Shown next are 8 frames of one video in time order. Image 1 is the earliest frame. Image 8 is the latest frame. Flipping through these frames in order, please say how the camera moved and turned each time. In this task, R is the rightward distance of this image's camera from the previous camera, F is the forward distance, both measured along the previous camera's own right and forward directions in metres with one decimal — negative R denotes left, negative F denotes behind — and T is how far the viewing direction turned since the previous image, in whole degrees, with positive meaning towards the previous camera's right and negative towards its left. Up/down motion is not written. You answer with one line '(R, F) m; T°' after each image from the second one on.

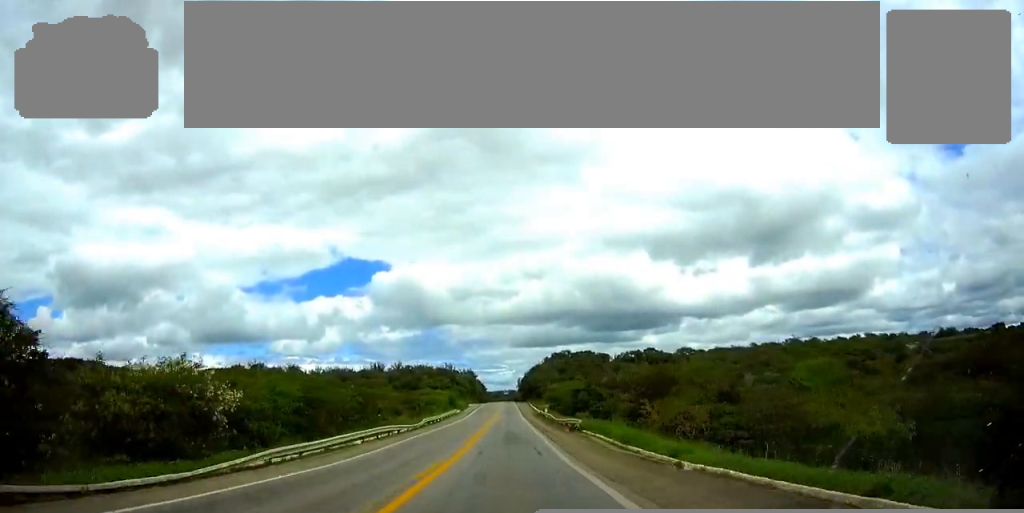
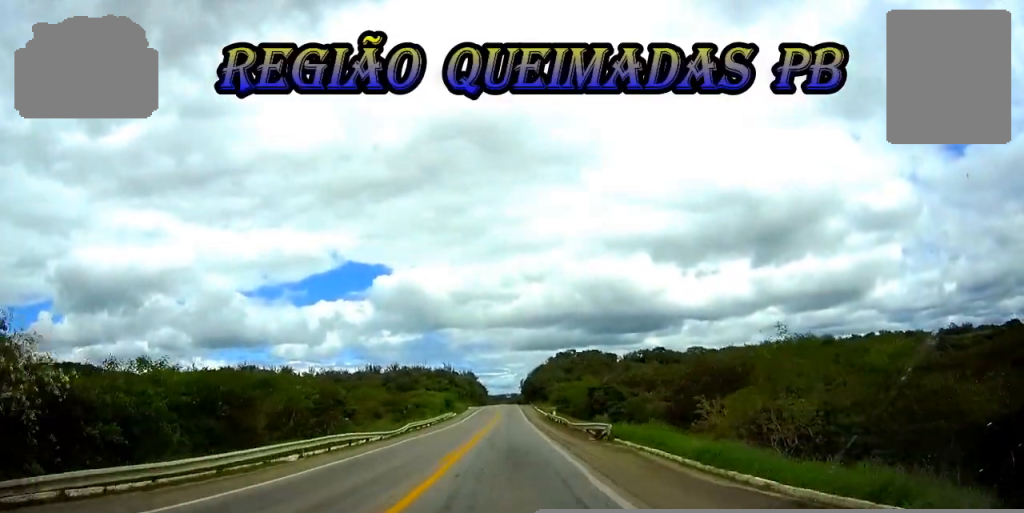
(0.0, +11.8) m; 0°
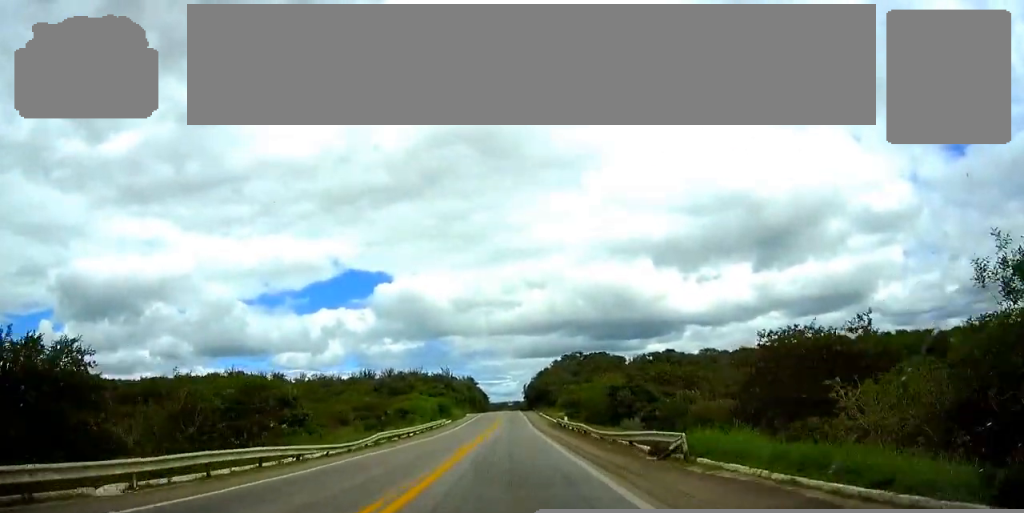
(0.0, +12.7) m; 0°
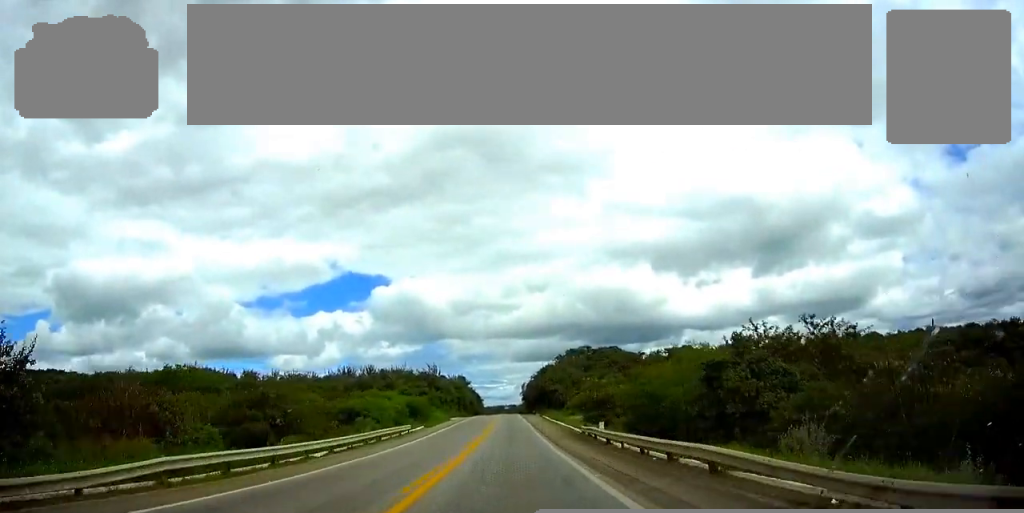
(0.0, +25.4) m; 0°
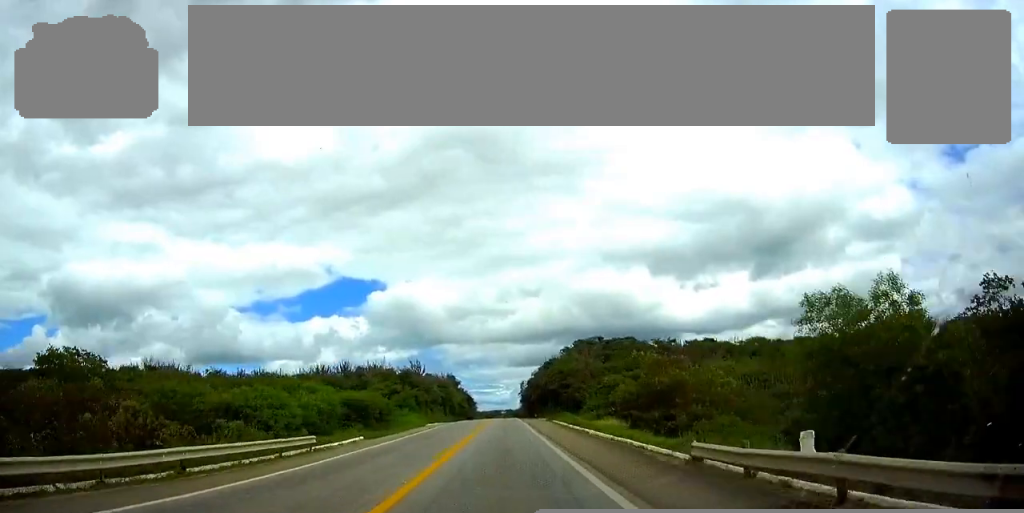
(0.0, +25.4) m; 0°
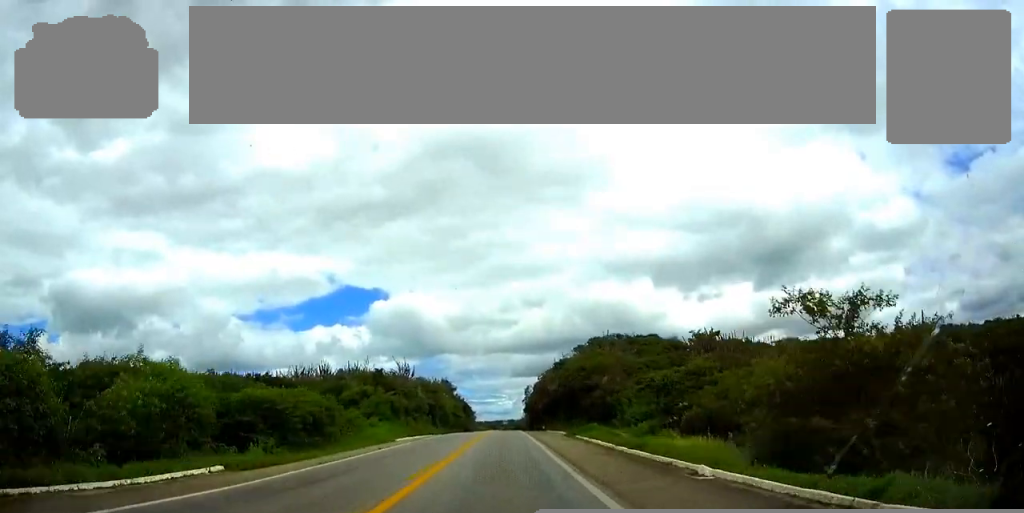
(0.0, +19.9) m; 0°
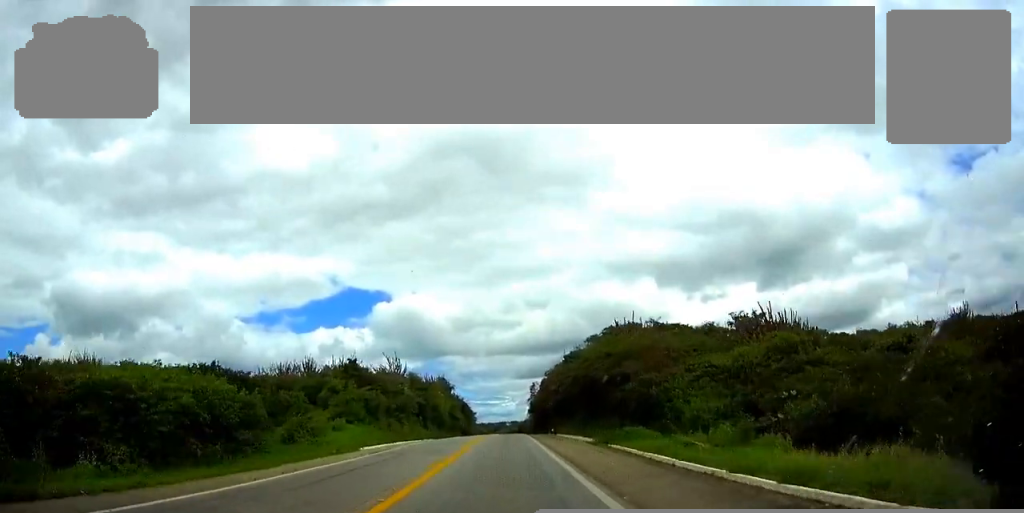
(0.0, +13.5) m; 0°
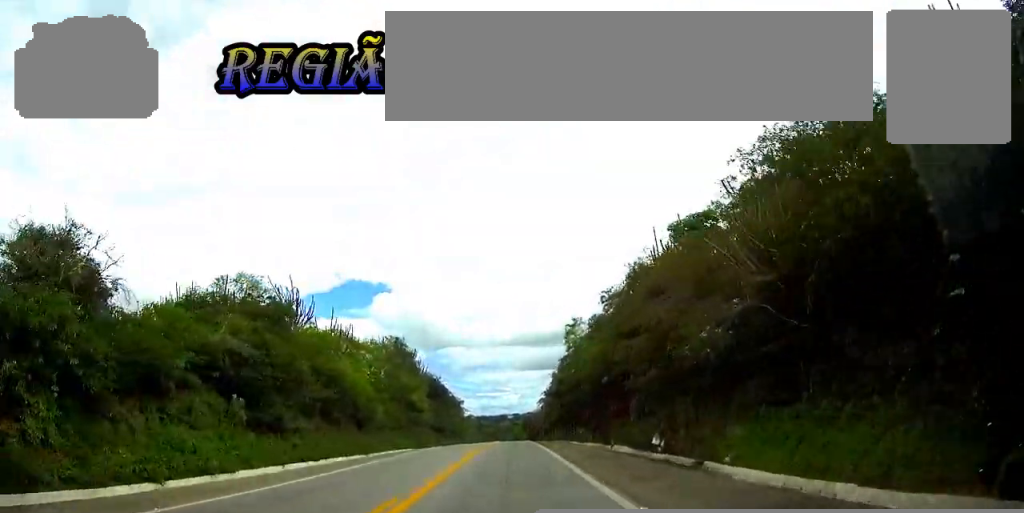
(-0.1, +57.1) m; 0°
